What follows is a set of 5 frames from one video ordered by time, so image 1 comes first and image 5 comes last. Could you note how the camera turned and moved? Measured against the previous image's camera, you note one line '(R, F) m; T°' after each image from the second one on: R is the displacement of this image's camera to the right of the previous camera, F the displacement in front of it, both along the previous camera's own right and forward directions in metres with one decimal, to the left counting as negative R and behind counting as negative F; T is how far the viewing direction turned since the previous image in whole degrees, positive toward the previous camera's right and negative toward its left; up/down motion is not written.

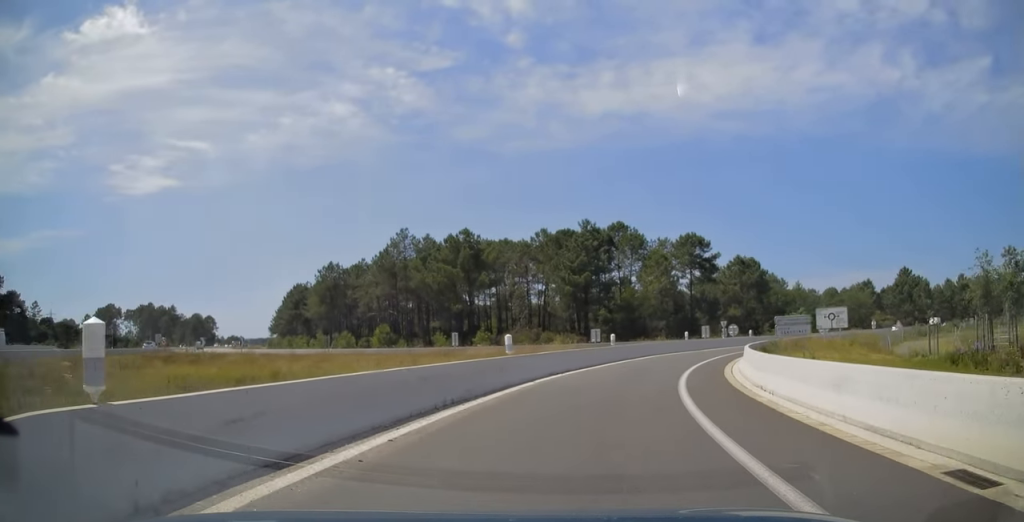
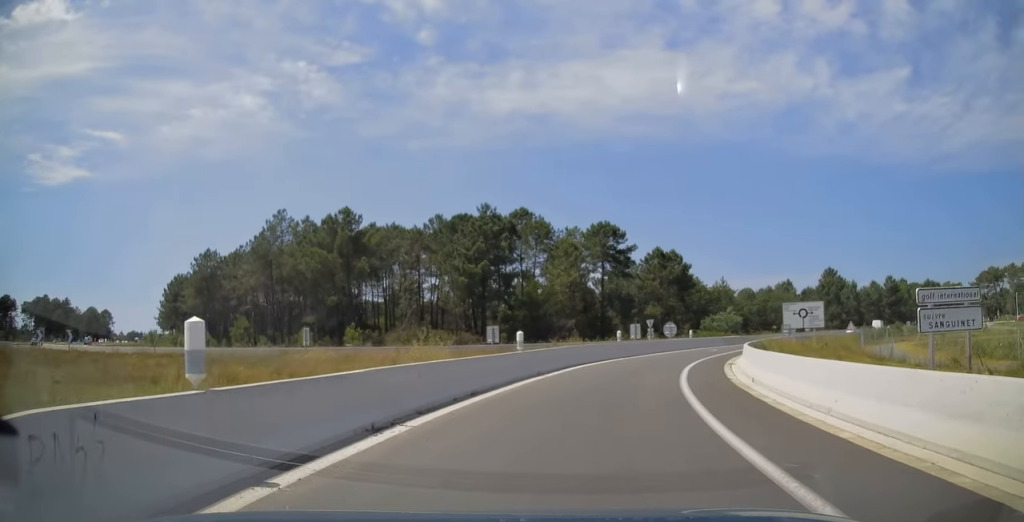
(+1.0, +13.1) m; +10°
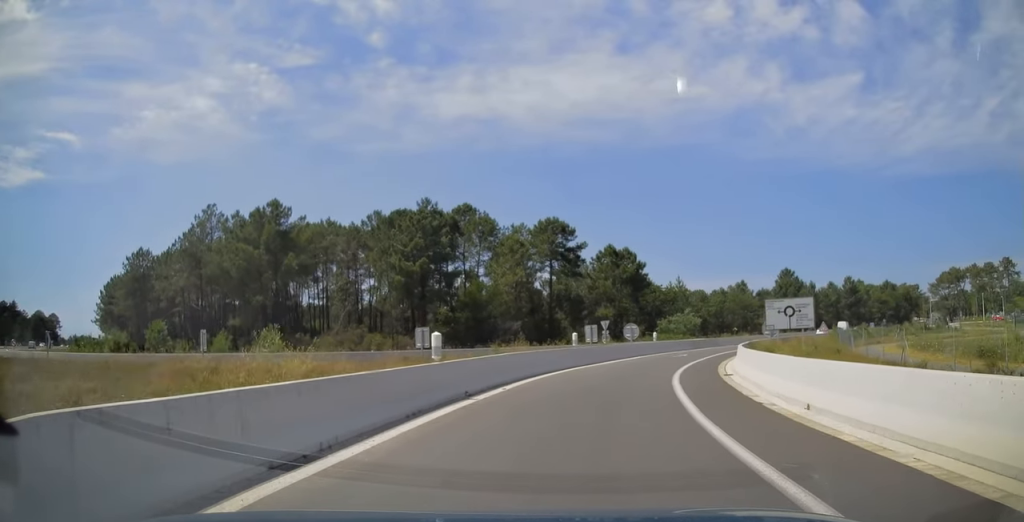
(+0.3, +6.5) m; +5°
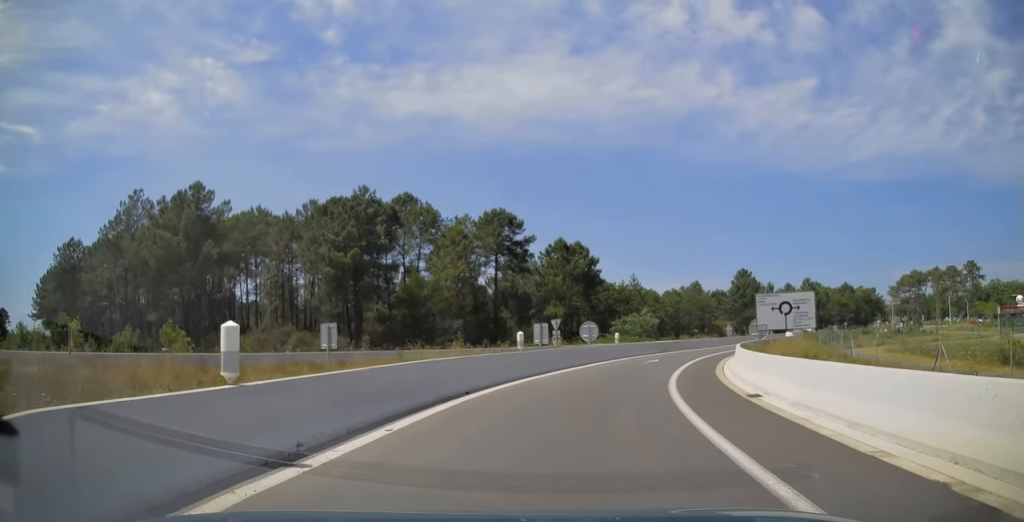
(+0.5, +7.0) m; +6°
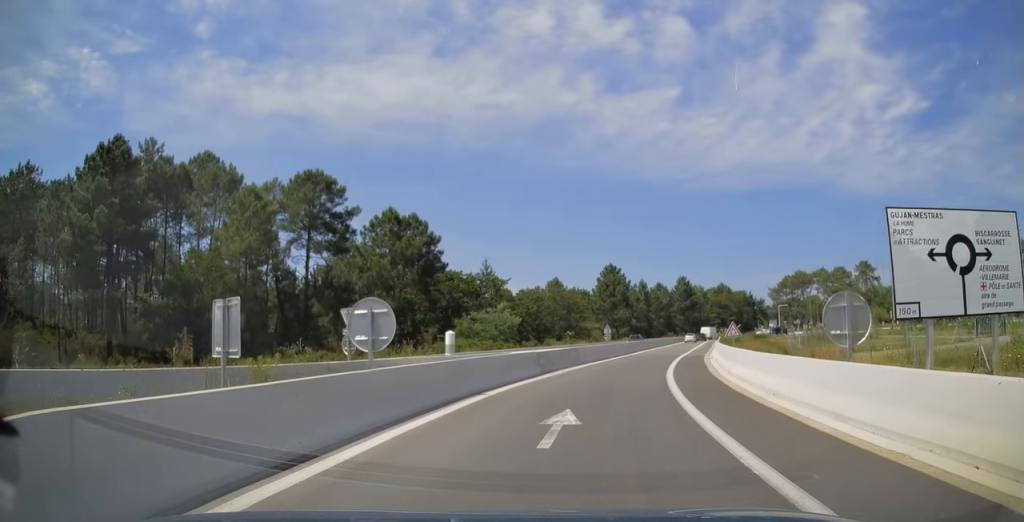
(+2.9, +21.5) m; +15°
